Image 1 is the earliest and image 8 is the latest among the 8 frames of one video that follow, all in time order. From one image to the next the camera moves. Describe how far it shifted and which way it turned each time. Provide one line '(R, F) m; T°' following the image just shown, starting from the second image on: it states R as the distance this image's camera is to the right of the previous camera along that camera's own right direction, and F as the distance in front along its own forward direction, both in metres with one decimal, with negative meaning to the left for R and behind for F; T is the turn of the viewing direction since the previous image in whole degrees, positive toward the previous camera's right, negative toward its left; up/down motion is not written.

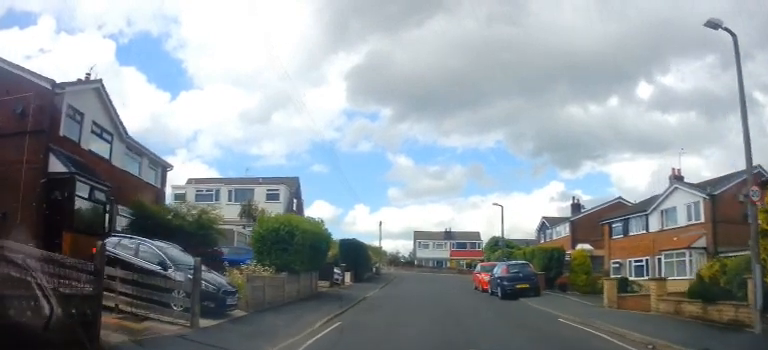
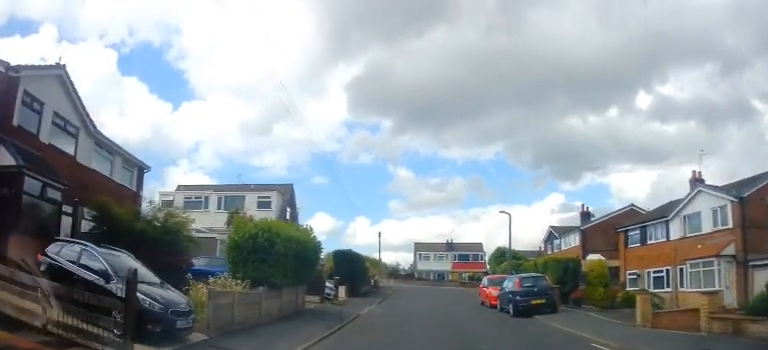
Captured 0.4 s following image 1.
(0.0, +2.6) m; 0°
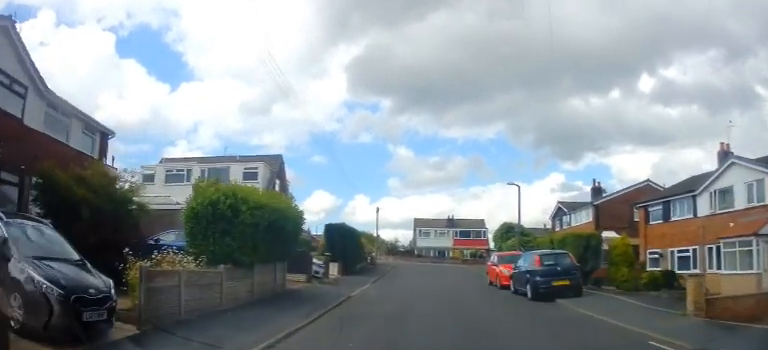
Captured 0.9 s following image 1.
(0.0, +2.9) m; -1°
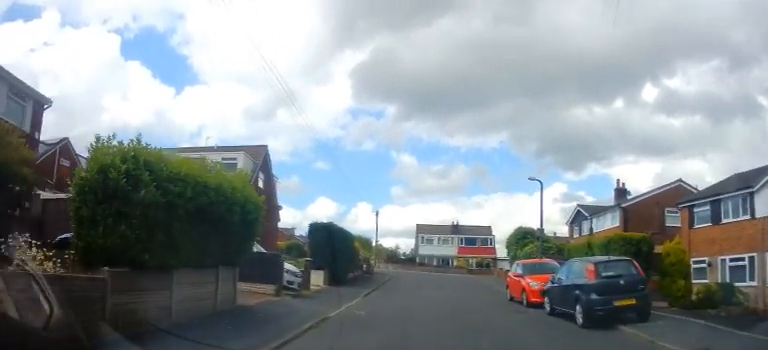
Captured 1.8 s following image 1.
(0.0, +4.5) m; -3°
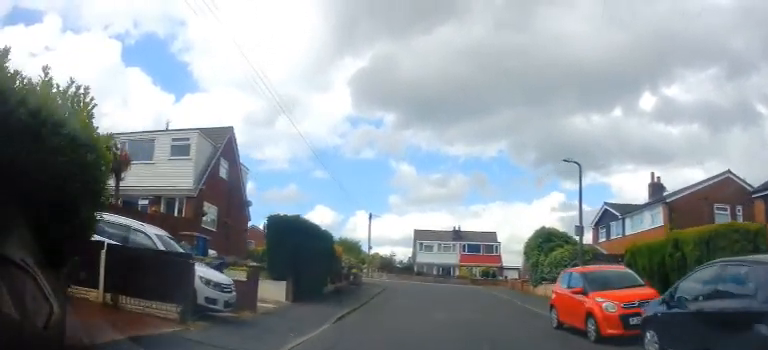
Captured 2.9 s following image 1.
(-0.2, +5.7) m; +1°
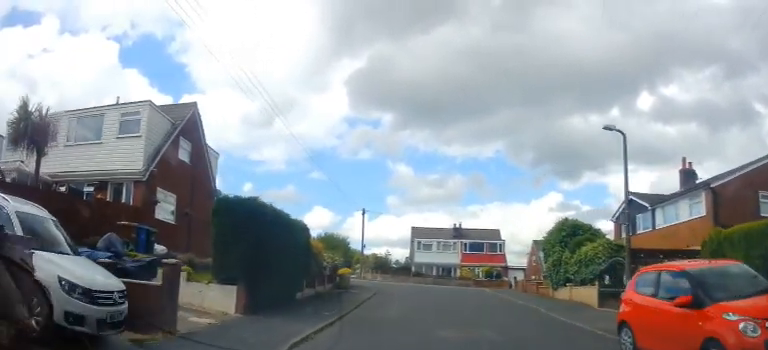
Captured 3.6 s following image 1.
(+0.2, +4.0) m; +2°
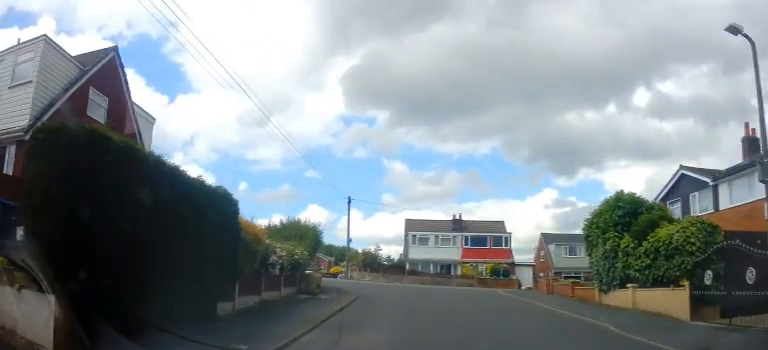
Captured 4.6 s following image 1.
(+0.1, +5.9) m; +1°
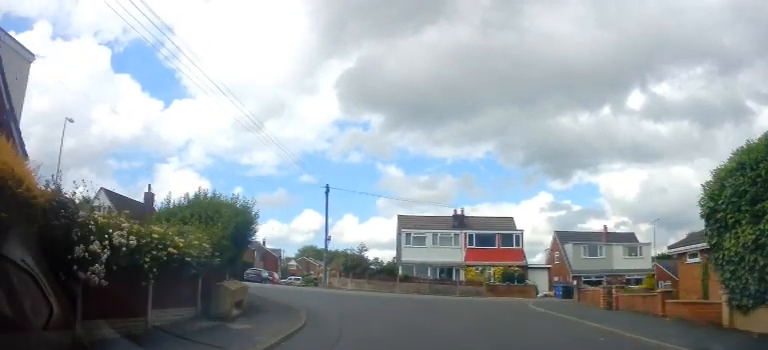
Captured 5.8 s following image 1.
(0.0, +7.6) m; 0°
